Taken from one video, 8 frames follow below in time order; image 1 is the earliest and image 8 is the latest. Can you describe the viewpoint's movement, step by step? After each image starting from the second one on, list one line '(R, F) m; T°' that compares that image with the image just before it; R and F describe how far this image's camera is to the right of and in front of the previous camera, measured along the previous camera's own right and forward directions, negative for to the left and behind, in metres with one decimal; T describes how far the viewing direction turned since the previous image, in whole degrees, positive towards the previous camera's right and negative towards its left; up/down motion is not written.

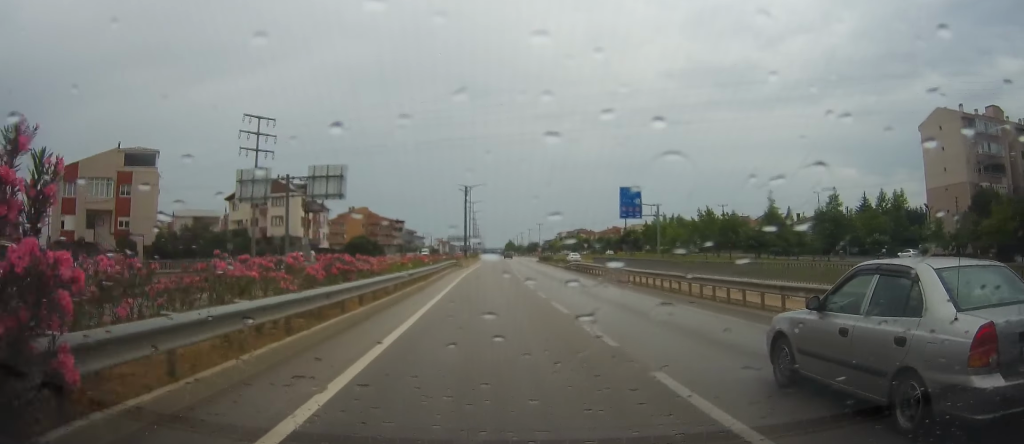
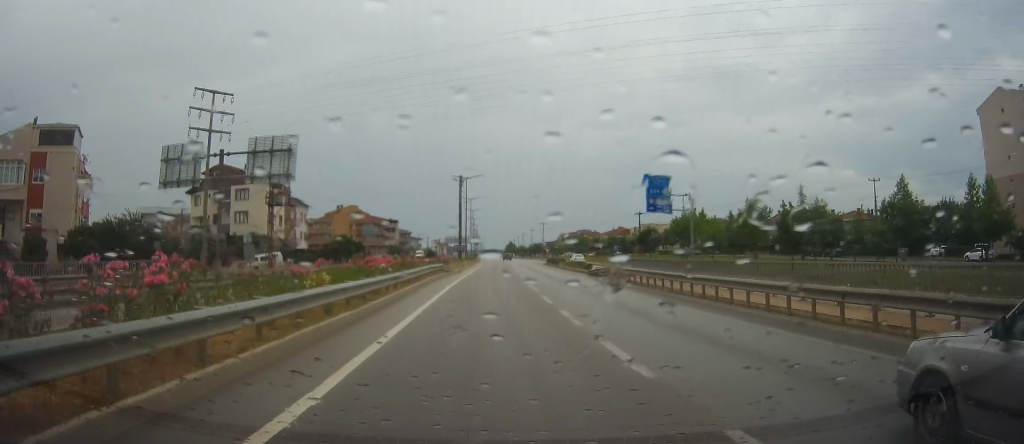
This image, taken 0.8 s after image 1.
(+0.1, +16.2) m; 0°
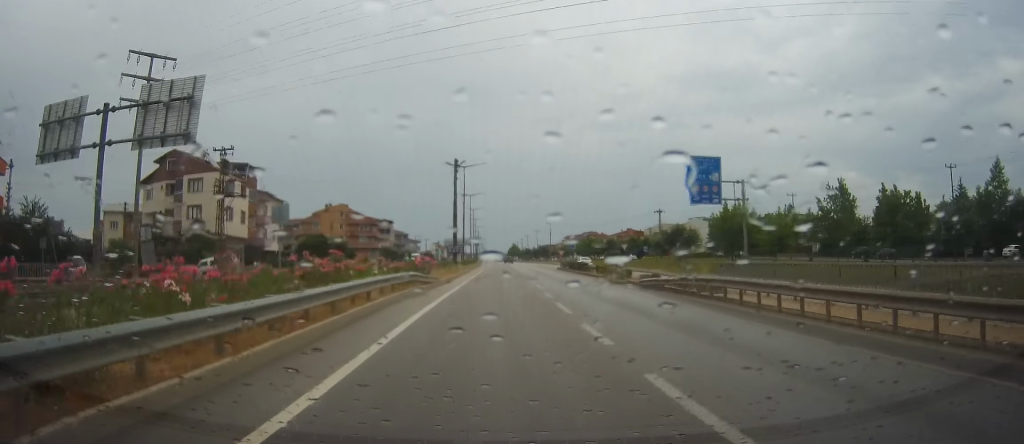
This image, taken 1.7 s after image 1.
(+0.1, +15.8) m; -1°
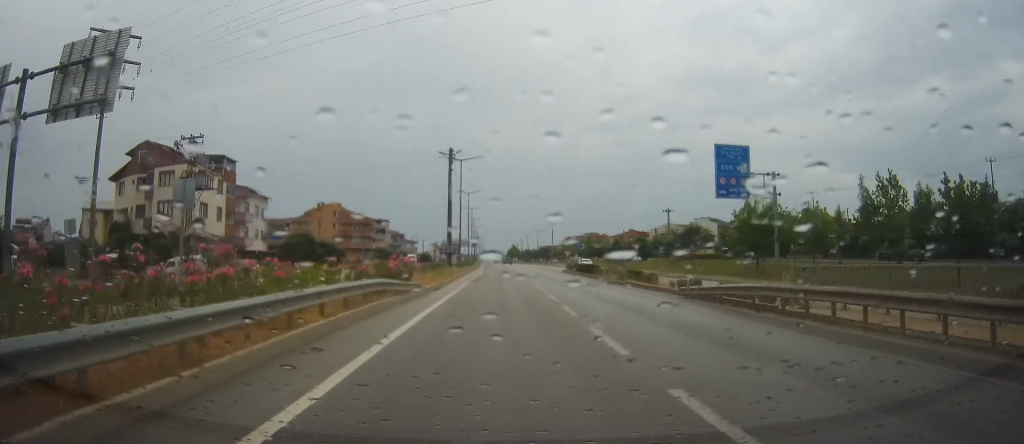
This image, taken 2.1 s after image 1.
(-0.2, +7.4) m; 0°
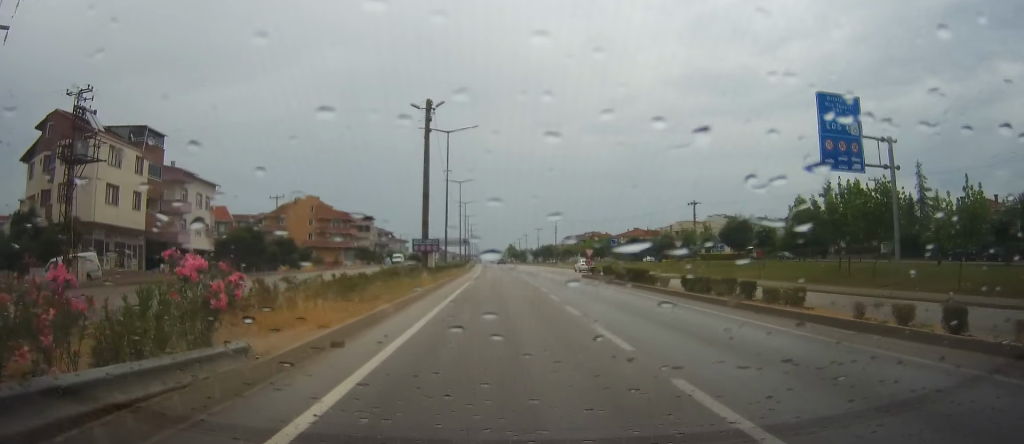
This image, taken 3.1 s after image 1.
(+0.2, +17.9) m; 0°
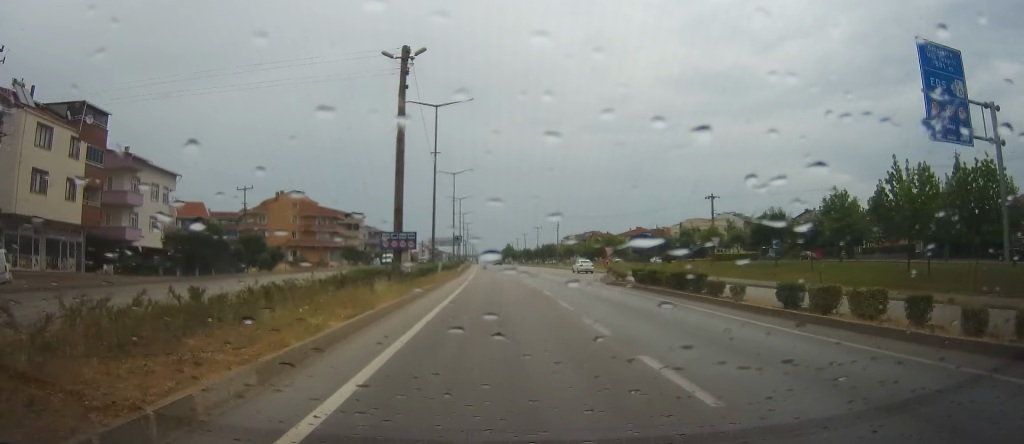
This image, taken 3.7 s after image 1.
(-0.1, +10.7) m; 0°
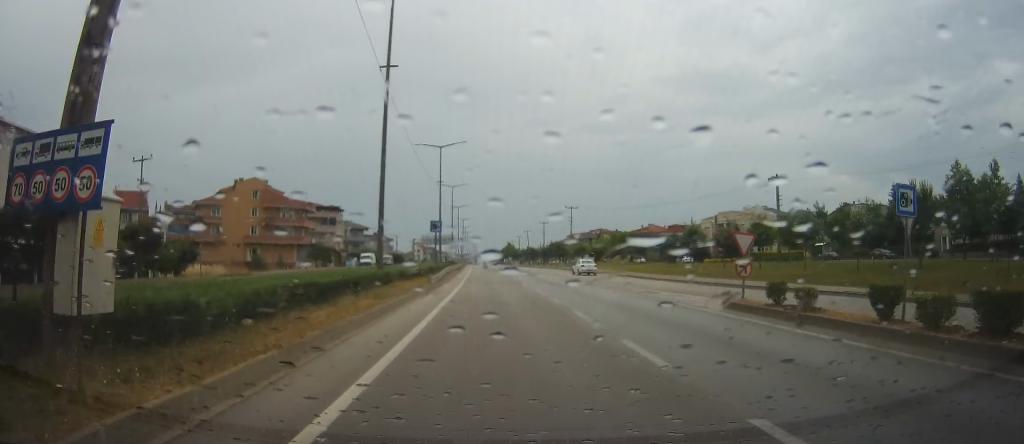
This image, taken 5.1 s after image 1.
(0.0, +23.3) m; +1°
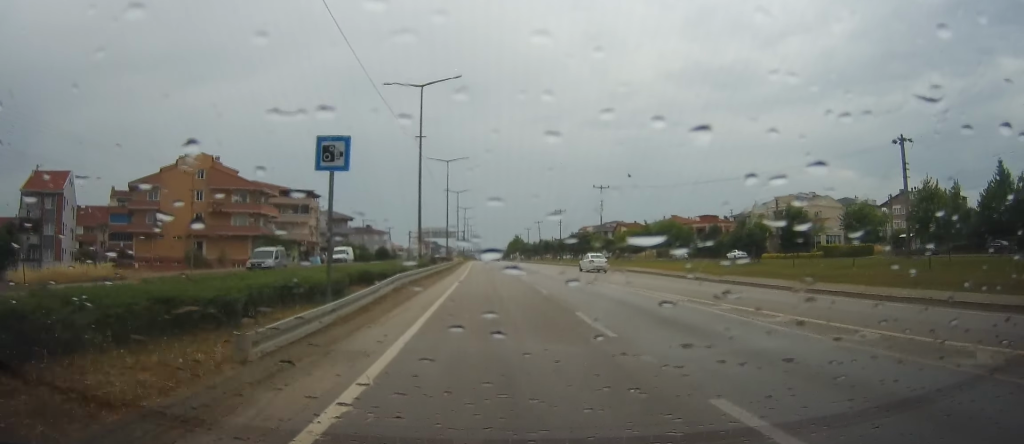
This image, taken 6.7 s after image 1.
(+0.5, +24.9) m; +2°
